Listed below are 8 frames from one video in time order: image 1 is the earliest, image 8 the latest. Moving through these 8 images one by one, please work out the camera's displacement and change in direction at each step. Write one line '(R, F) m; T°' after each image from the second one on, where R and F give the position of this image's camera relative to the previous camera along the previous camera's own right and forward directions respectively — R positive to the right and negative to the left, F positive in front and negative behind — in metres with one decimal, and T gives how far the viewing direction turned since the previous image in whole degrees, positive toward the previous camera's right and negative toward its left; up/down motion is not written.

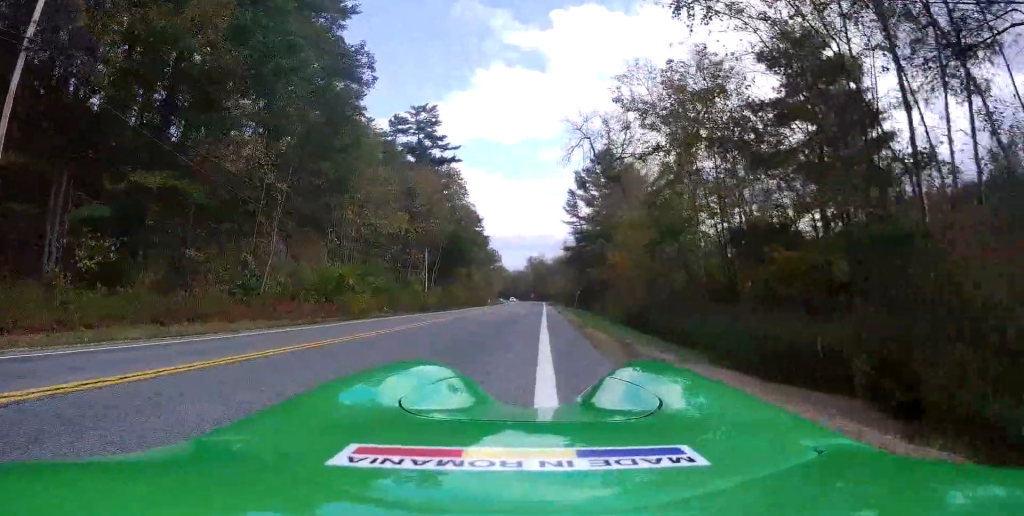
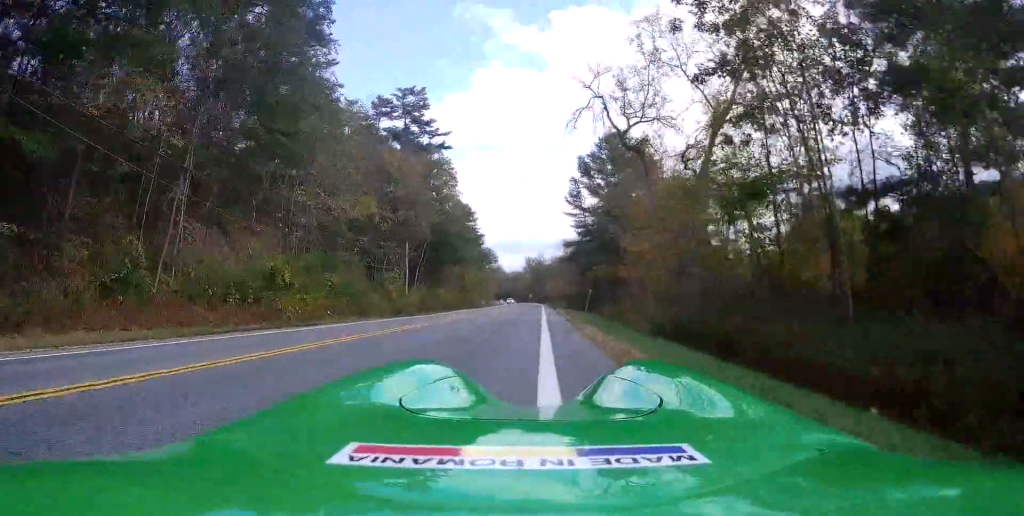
(-0.1, +11.8) m; 0°
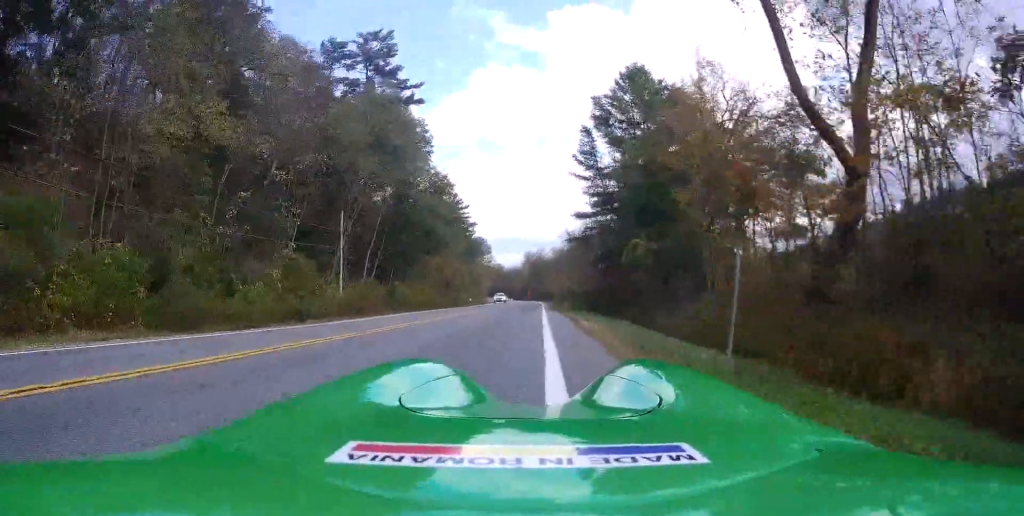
(+0.3, +21.3) m; +1°
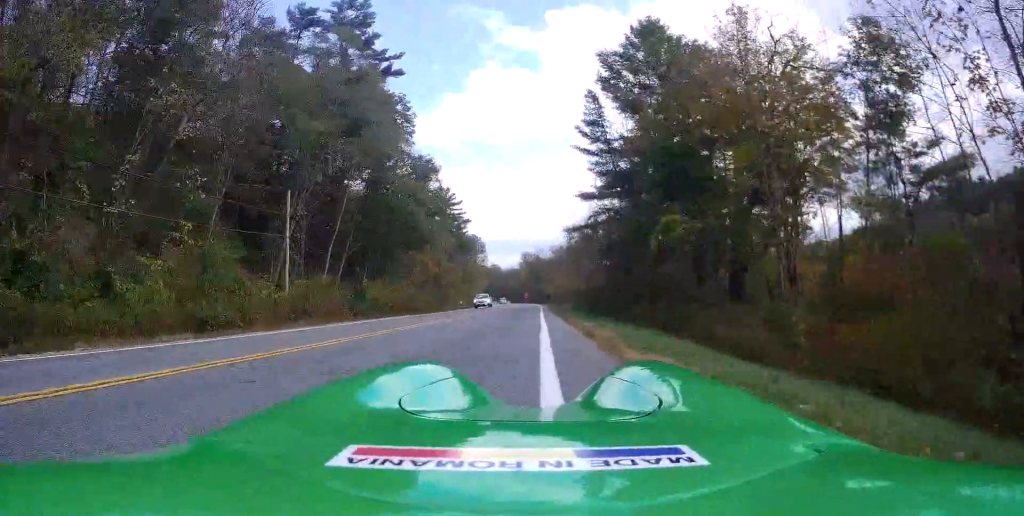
(0.0, +9.6) m; 0°
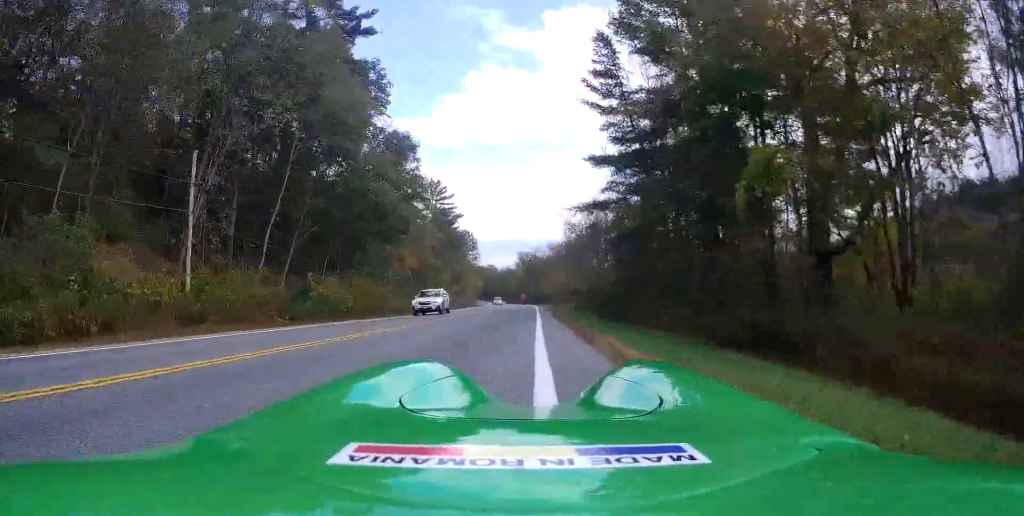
(0.0, +10.5) m; -1°
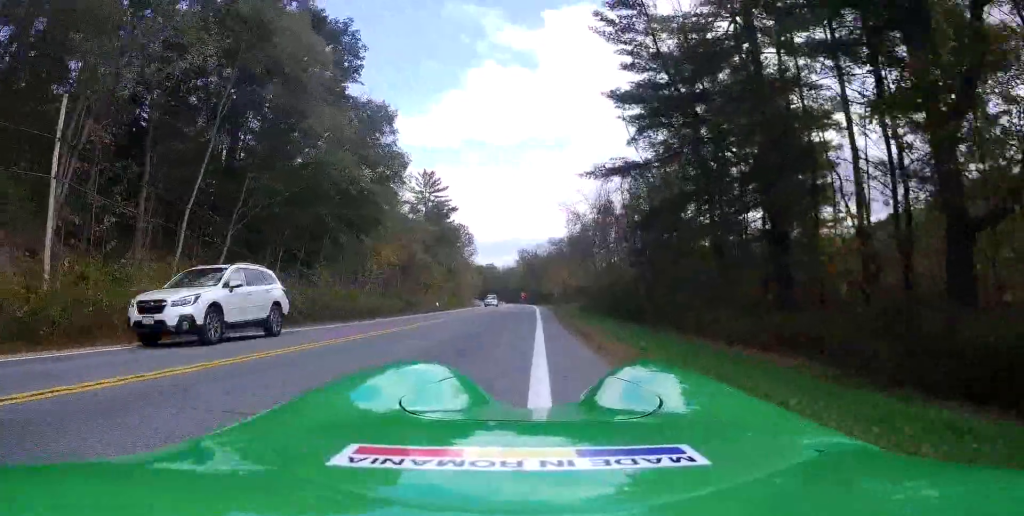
(-0.1, +9.1) m; 0°
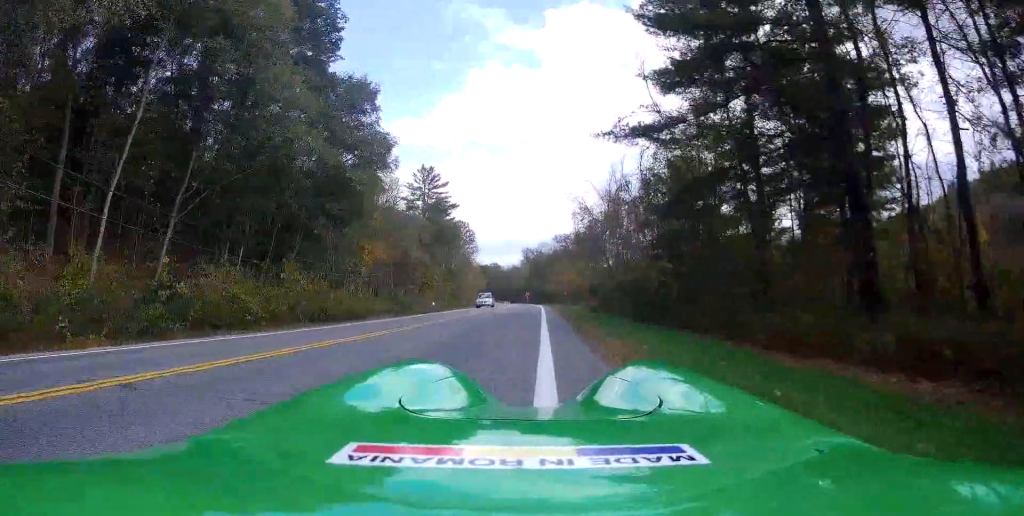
(-0.1, +6.3) m; 0°
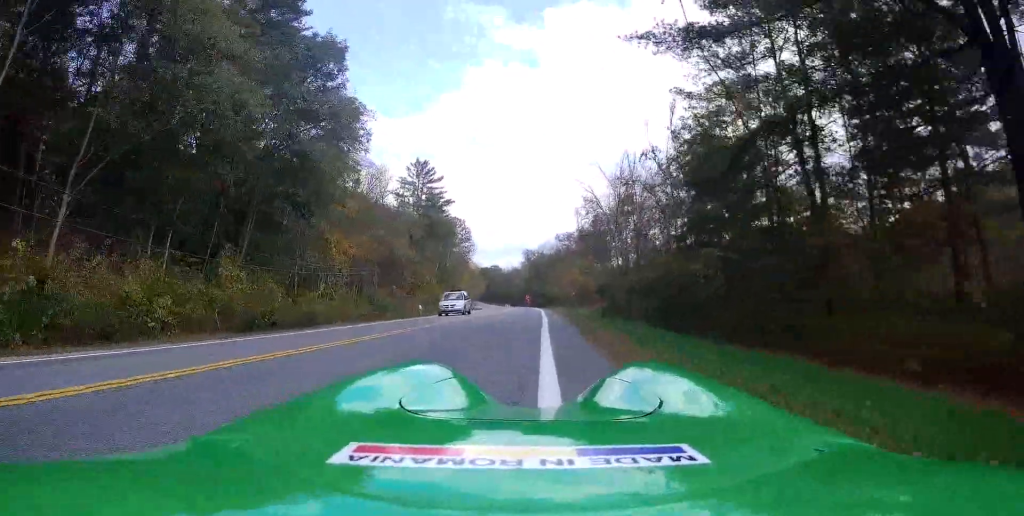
(+0.1, +7.6) m; +1°
